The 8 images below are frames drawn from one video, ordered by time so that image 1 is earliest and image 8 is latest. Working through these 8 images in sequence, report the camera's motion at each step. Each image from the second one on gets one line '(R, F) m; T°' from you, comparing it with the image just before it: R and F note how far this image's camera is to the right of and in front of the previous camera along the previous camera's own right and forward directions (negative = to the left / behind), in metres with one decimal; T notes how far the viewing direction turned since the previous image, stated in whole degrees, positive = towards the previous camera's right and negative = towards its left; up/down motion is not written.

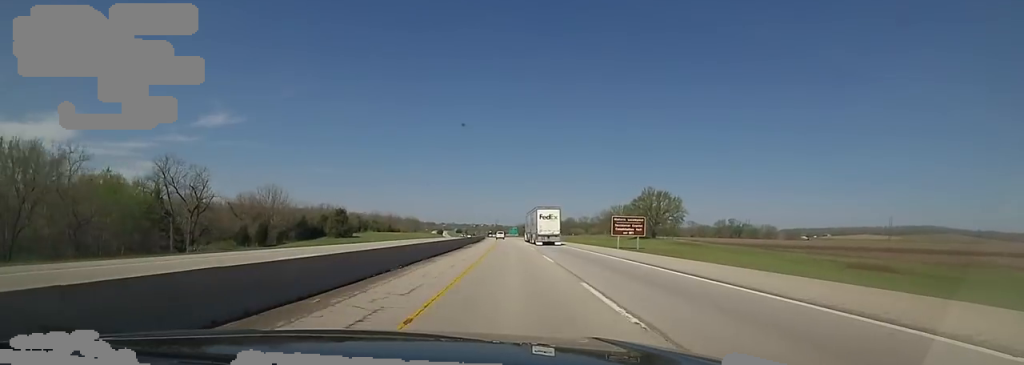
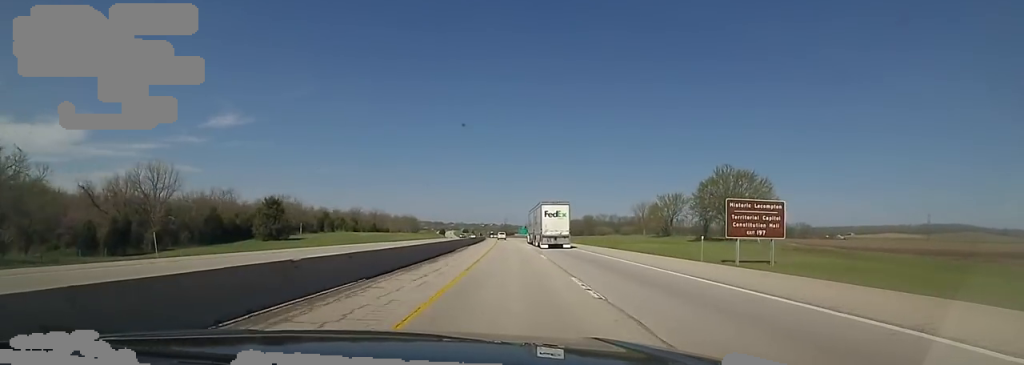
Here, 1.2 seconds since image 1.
(-1.3, +42.9) m; -3°
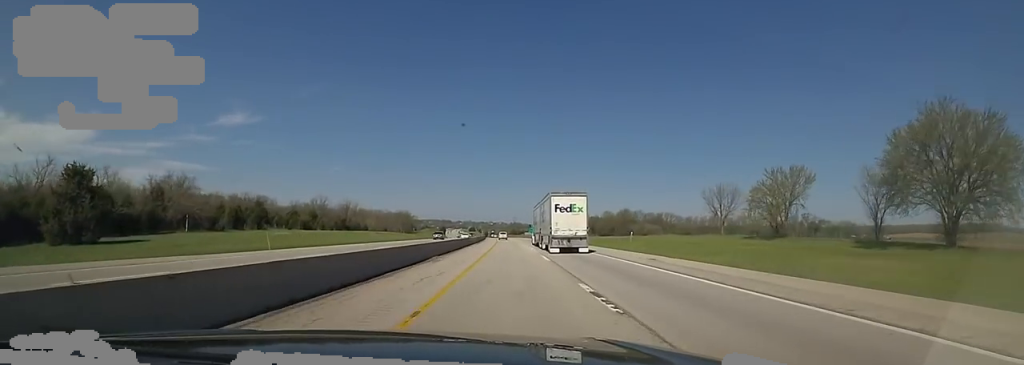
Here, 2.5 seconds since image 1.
(-0.3, +47.9) m; 0°
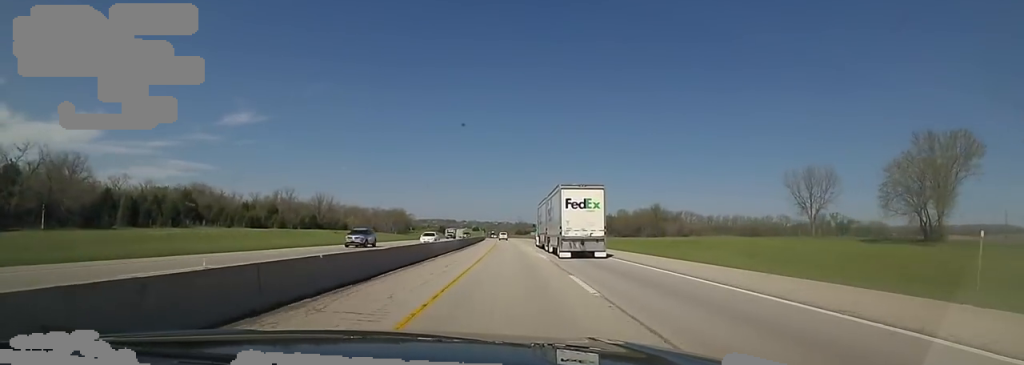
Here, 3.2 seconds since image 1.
(0.0, +28.1) m; 0°
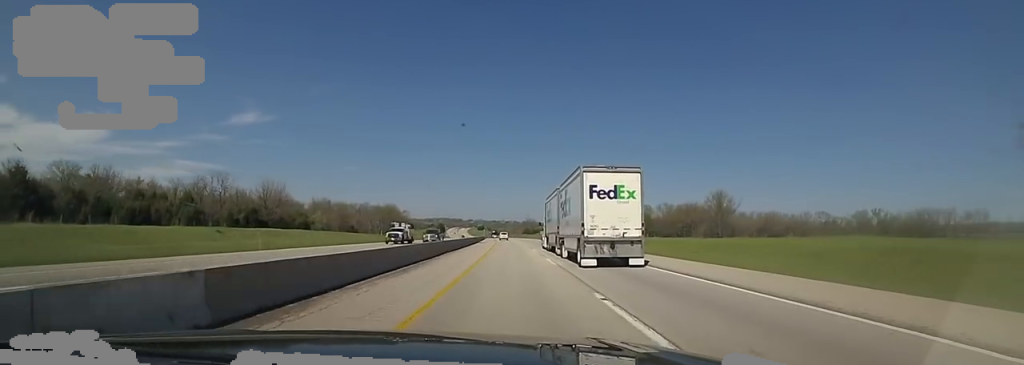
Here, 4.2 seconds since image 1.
(0.0, +35.2) m; 0°
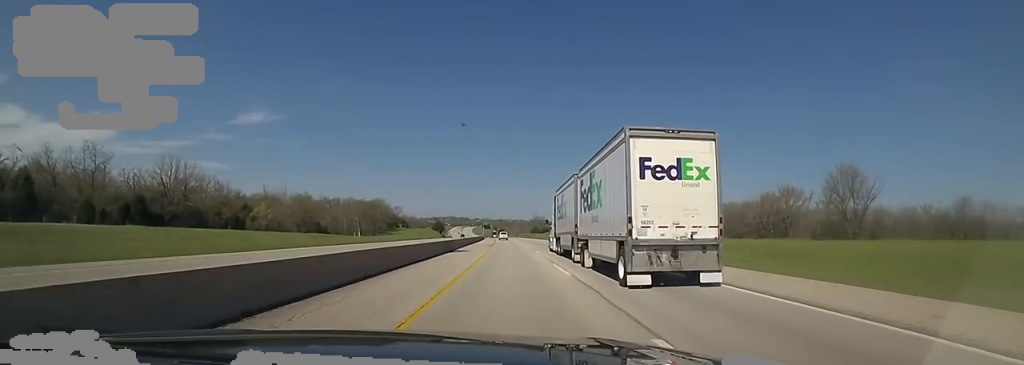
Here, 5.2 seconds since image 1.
(0.0, +35.0) m; 0°
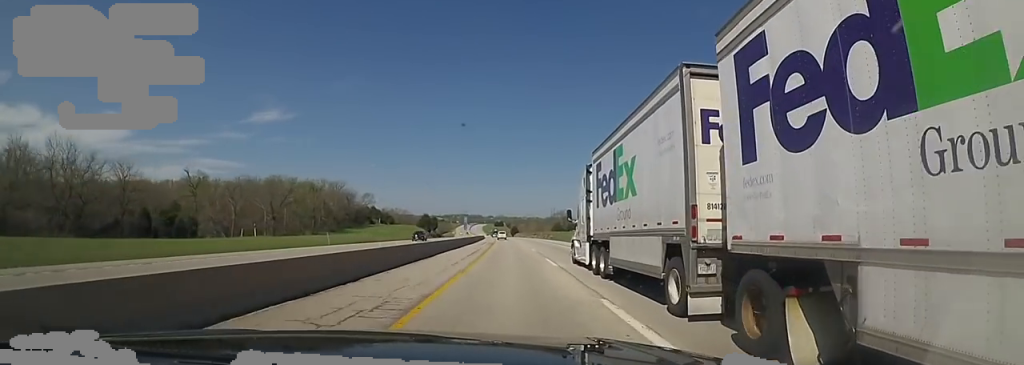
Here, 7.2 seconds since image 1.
(-2.5, +72.4) m; -4°
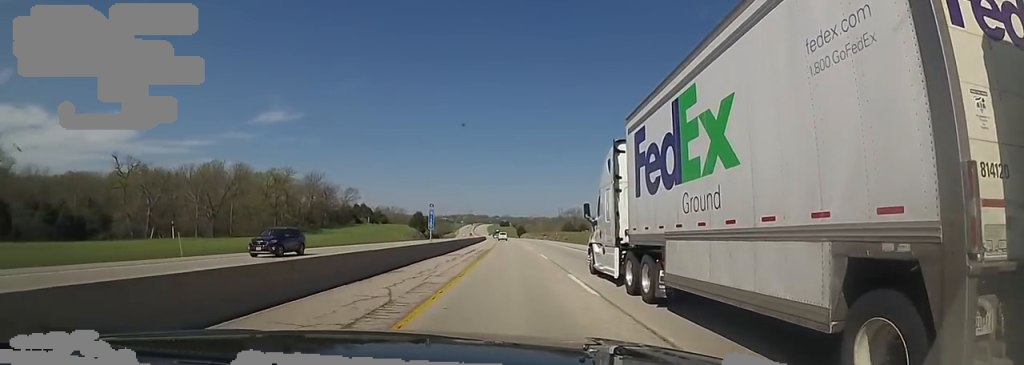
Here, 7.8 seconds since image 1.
(-0.2, +24.2) m; 0°
